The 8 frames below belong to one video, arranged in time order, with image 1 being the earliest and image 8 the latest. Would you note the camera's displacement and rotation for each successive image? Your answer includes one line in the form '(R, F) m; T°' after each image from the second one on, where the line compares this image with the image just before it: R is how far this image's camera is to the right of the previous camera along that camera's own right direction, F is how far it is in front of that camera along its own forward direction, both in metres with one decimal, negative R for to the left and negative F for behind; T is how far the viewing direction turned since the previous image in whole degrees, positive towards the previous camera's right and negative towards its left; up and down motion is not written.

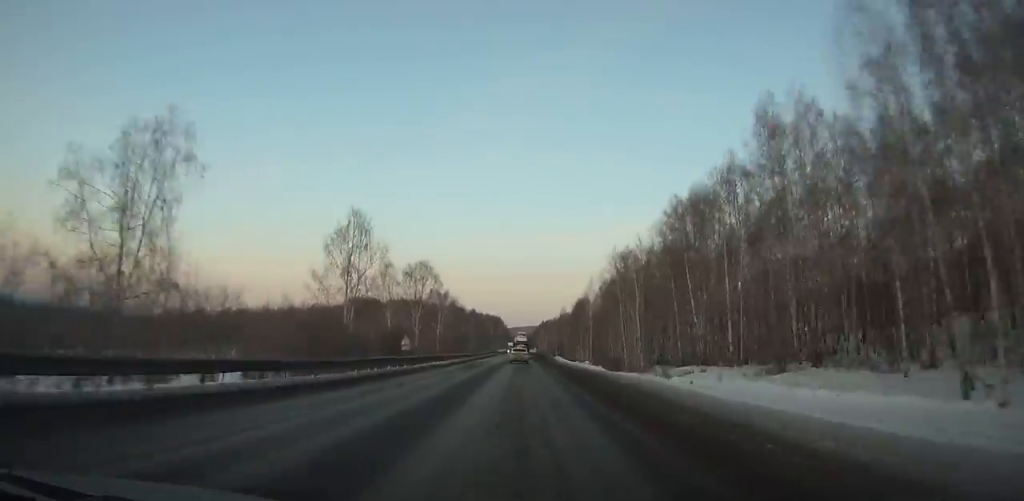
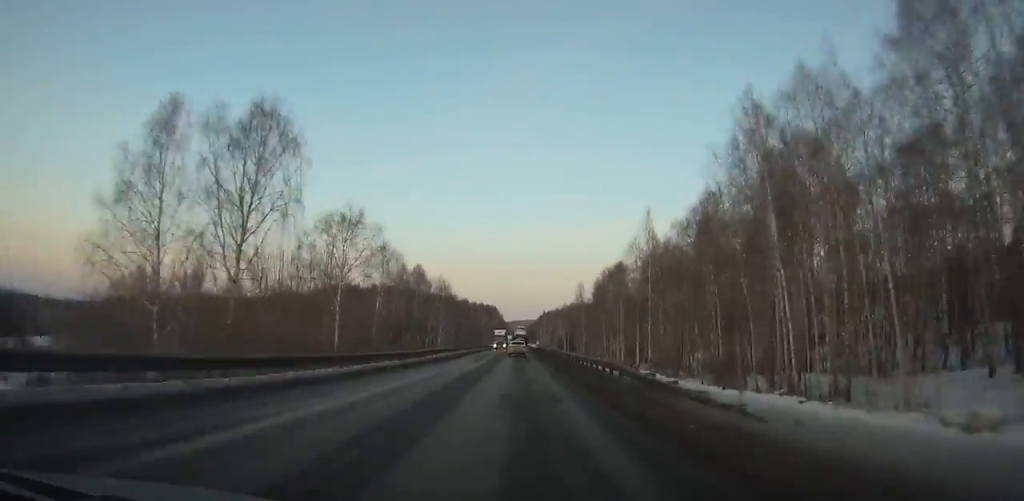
(0.0, +47.6) m; 0°
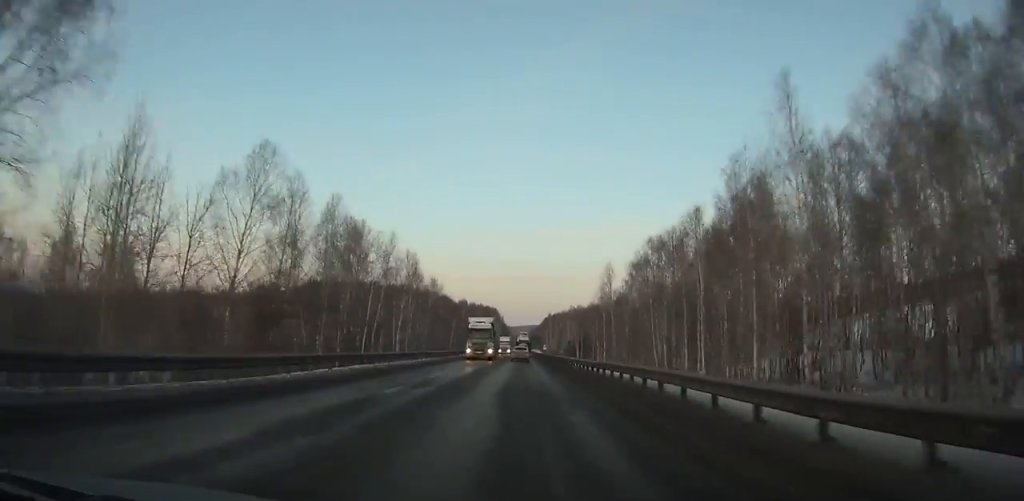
(-0.1, +32.4) m; 0°
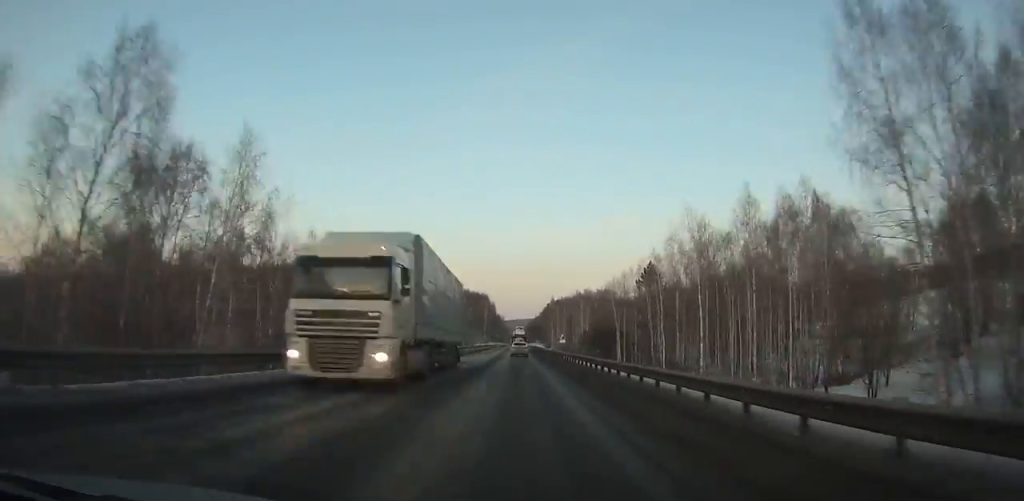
(0.0, +61.8) m; 0°
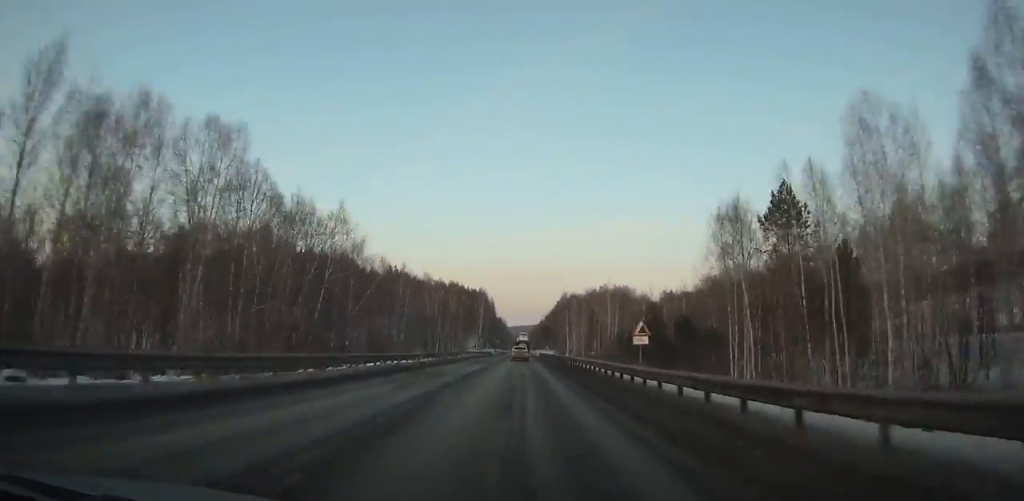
(+0.1, +43.1) m; 0°
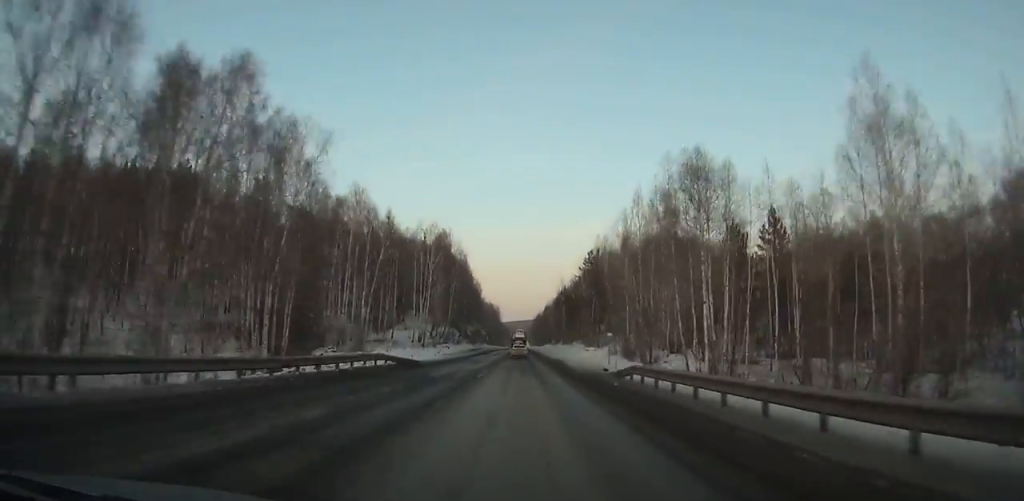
(-0.1, +99.8) m; 0°
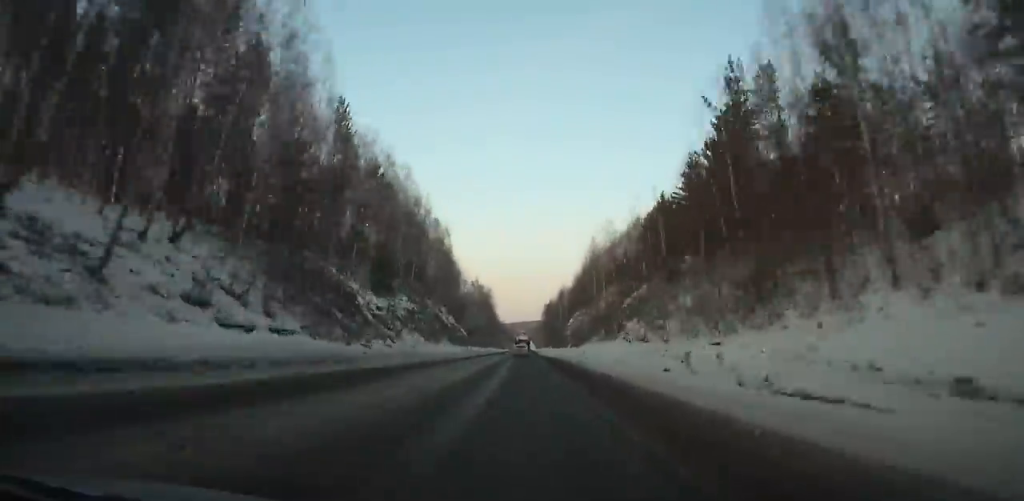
(-0.2, +99.2) m; 0°
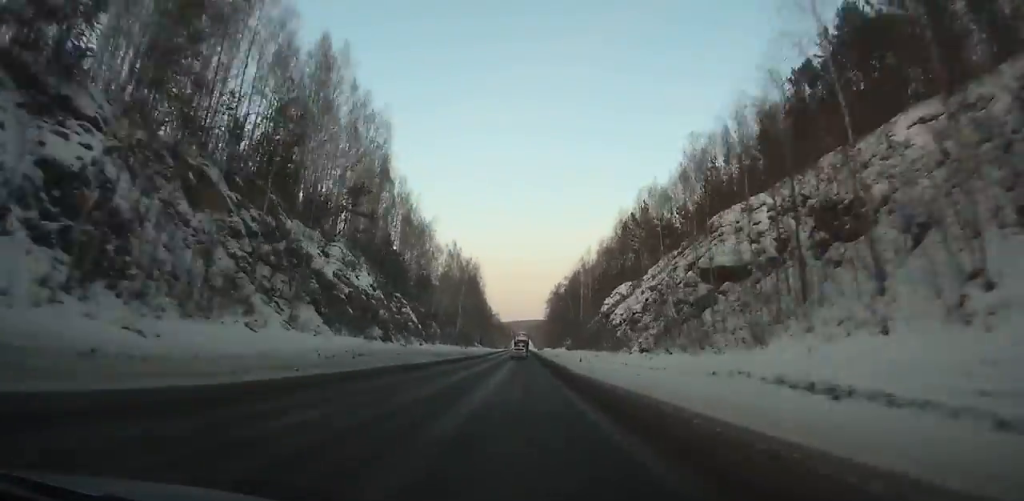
(+0.1, +56.4) m; 0°
